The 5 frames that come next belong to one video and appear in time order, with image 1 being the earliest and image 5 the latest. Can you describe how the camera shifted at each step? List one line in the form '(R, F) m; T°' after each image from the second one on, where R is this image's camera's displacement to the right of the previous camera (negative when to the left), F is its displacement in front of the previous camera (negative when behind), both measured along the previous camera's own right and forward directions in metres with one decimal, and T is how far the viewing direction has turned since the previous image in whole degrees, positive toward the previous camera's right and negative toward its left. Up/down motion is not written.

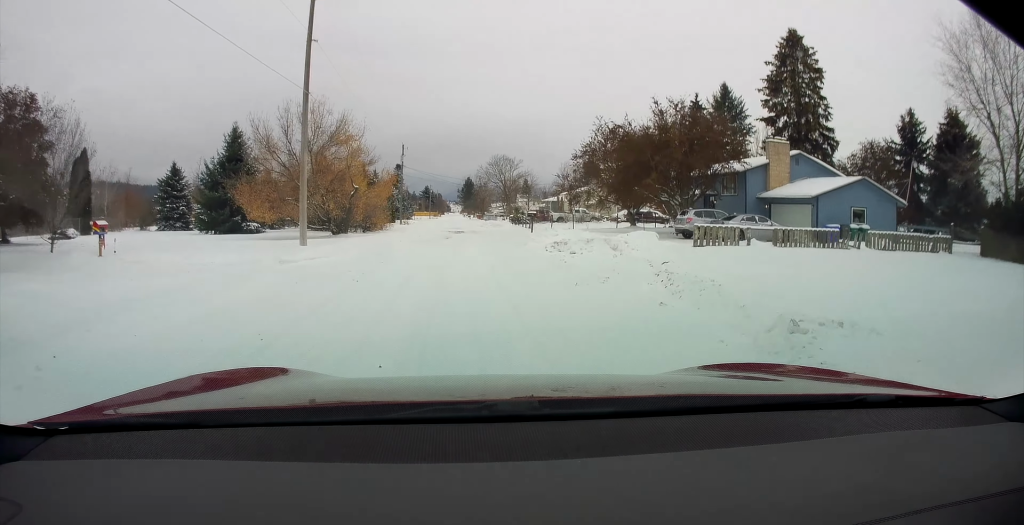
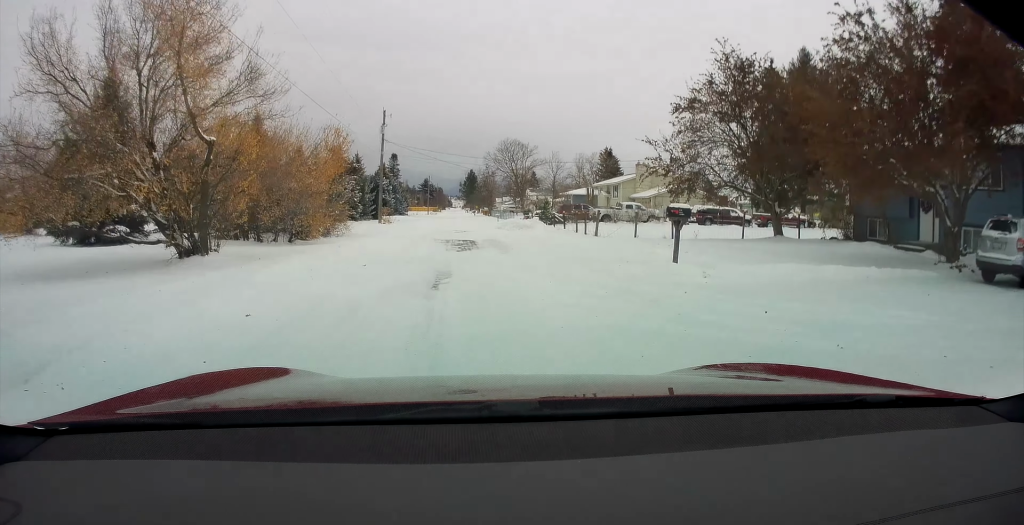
(0.0, +22.8) m; 0°
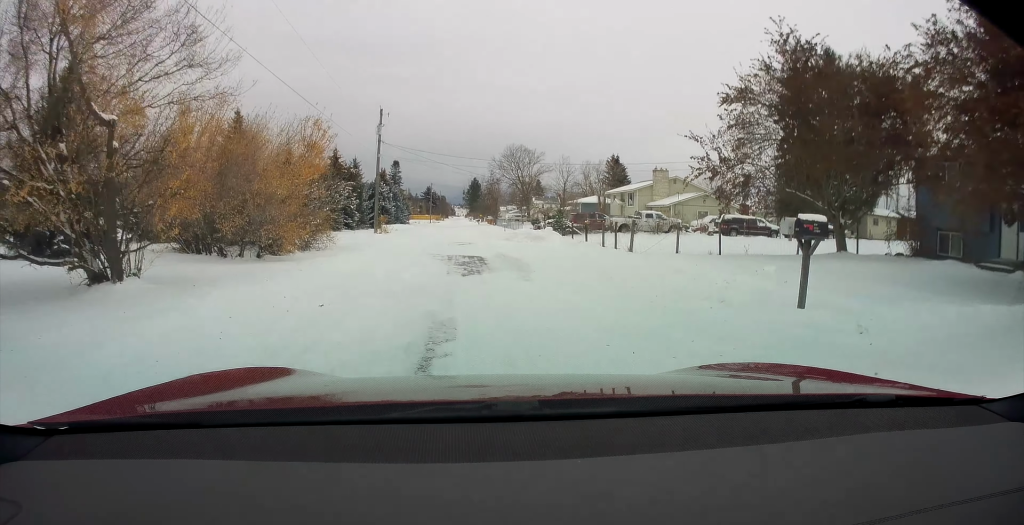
(0.0, +5.1) m; -1°
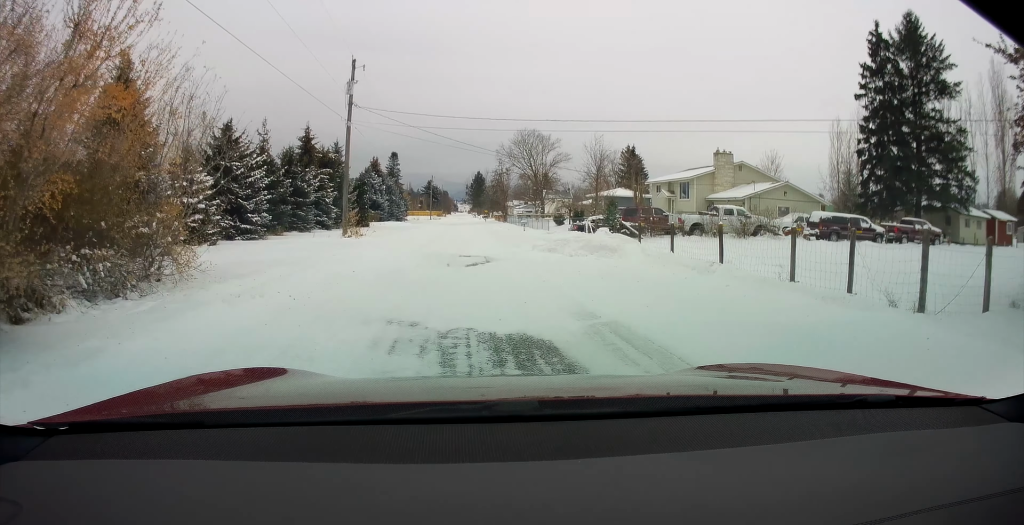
(-0.4, +14.9) m; 0°
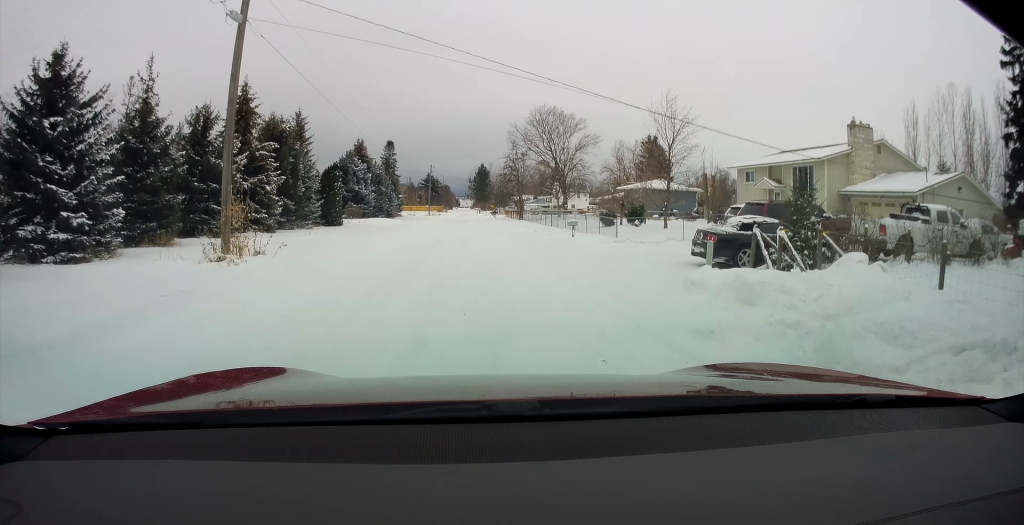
(+0.5, +18.0) m; +1°
